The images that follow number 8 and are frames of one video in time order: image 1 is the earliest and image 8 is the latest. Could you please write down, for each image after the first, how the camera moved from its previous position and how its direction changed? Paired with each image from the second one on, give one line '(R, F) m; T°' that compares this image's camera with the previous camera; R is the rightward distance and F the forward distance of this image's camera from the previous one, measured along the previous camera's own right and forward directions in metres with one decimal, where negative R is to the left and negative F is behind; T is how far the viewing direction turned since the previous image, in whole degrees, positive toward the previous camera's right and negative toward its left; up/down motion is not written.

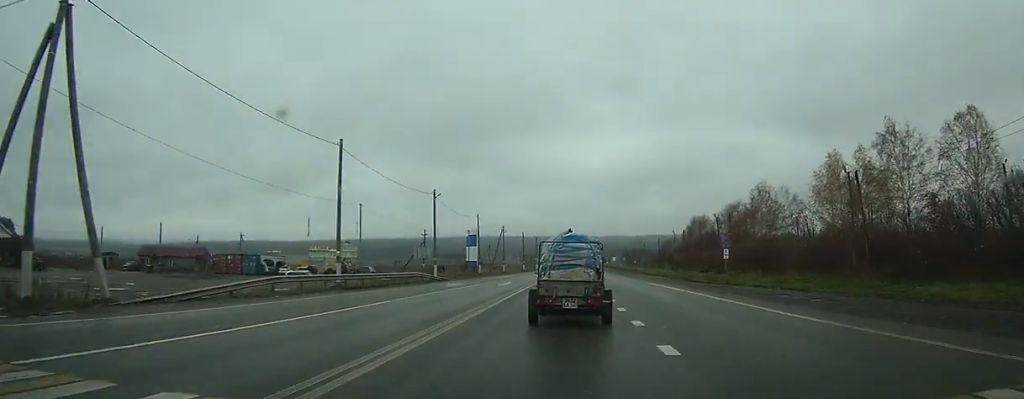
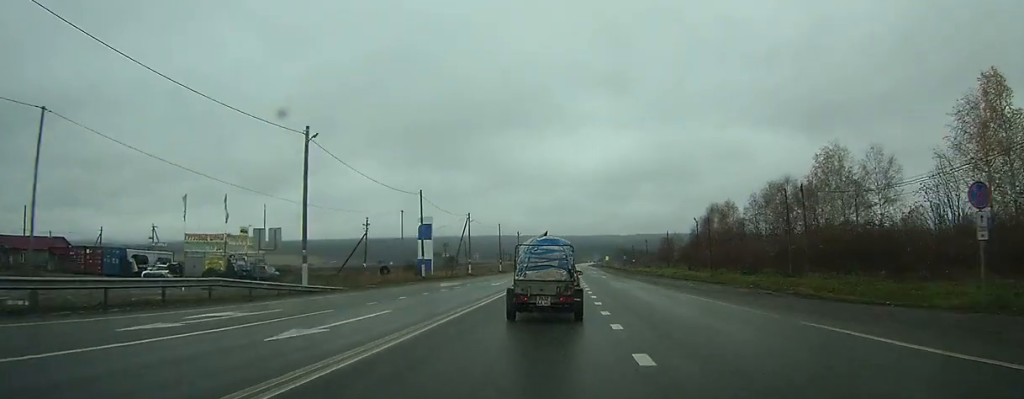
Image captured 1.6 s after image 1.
(+0.1, +29.1) m; 0°
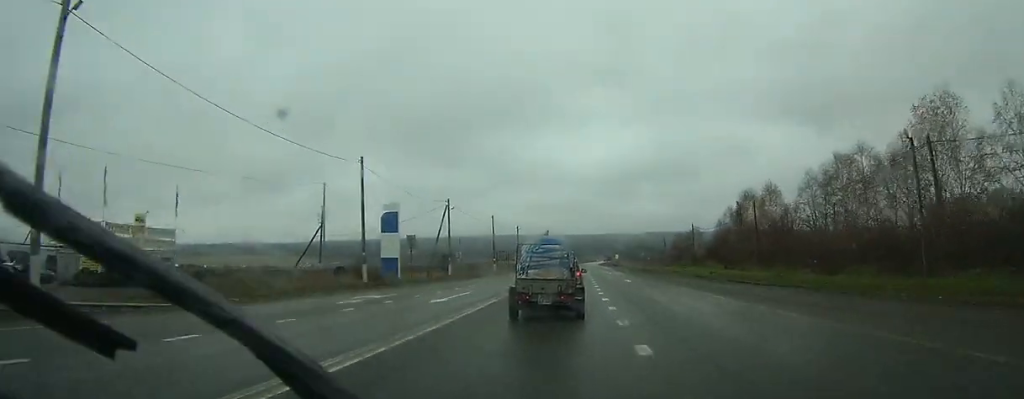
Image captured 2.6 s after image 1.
(0.0, +18.6) m; 0°
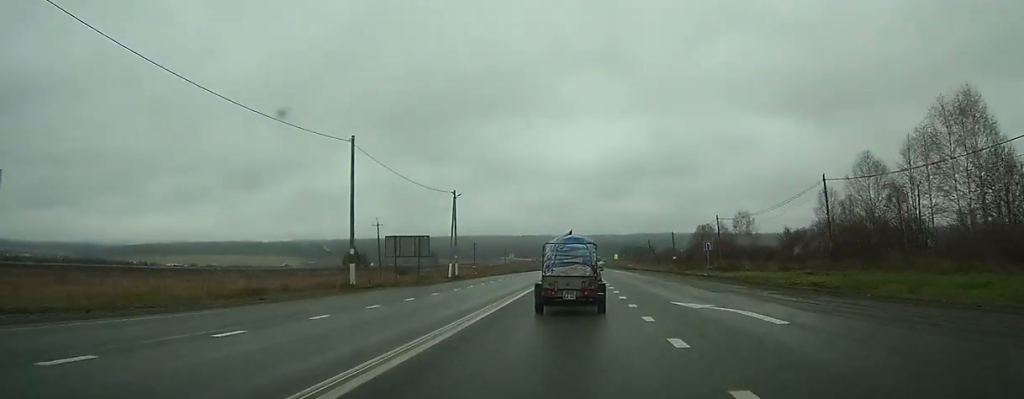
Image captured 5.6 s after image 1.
(-0.1, +57.8) m; 0°
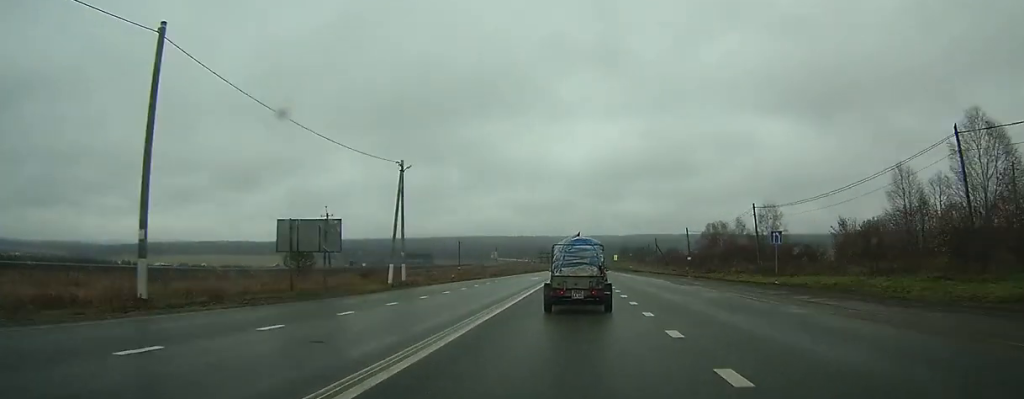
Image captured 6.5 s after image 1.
(0.0, +18.4) m; 0°
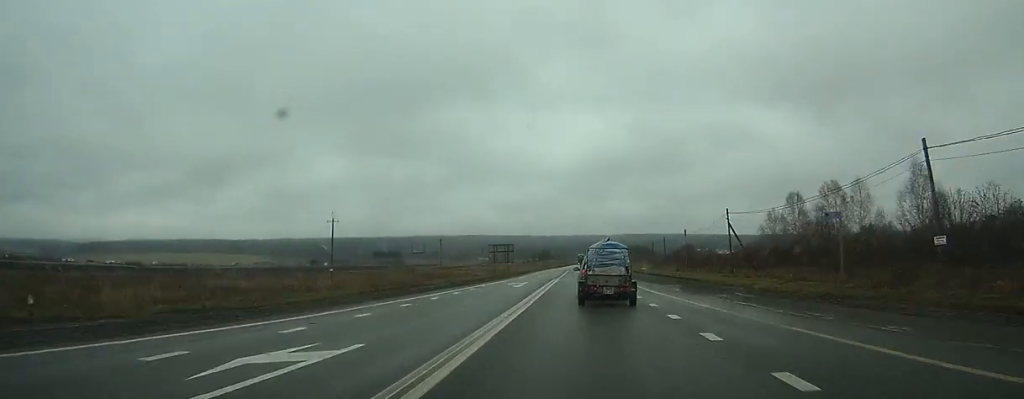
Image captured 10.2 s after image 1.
(+0.9, +73.2) m; +1°
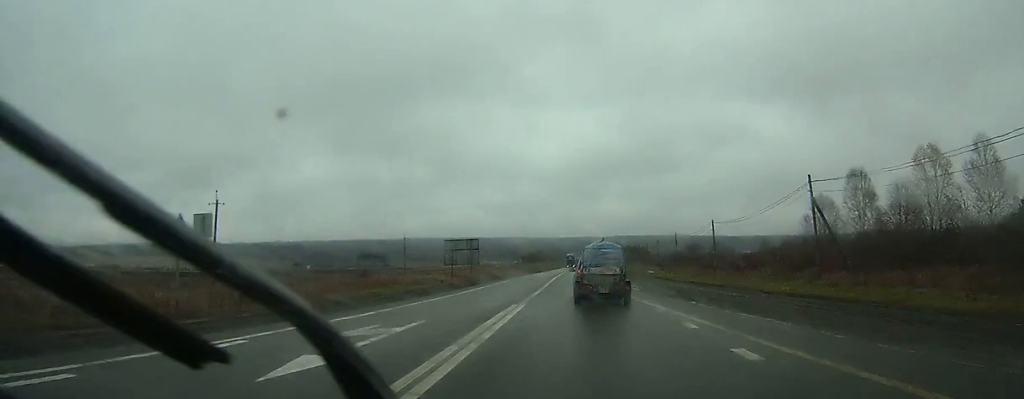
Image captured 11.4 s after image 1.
(+0.2, +24.3) m; 0°
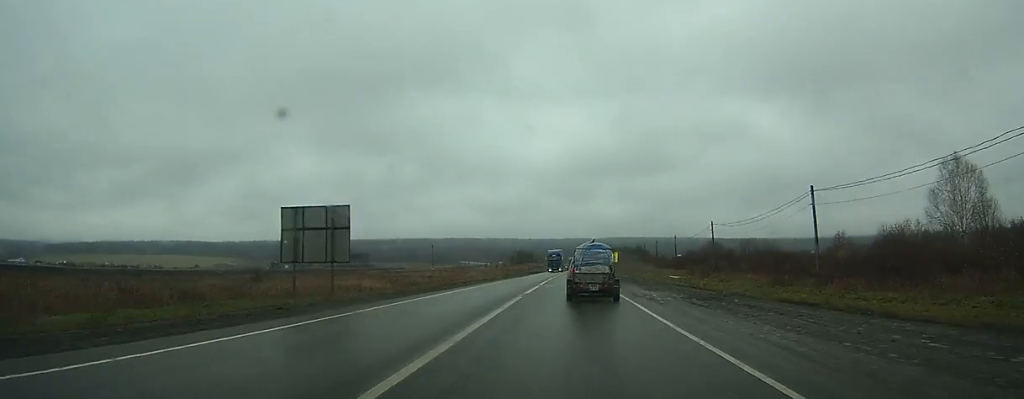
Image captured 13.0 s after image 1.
(+0.2, +33.1) m; +1°
